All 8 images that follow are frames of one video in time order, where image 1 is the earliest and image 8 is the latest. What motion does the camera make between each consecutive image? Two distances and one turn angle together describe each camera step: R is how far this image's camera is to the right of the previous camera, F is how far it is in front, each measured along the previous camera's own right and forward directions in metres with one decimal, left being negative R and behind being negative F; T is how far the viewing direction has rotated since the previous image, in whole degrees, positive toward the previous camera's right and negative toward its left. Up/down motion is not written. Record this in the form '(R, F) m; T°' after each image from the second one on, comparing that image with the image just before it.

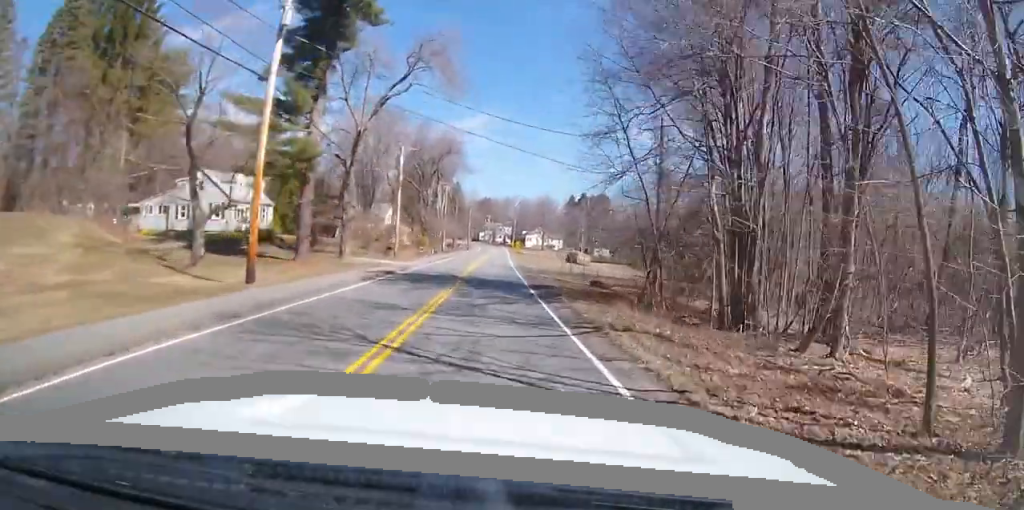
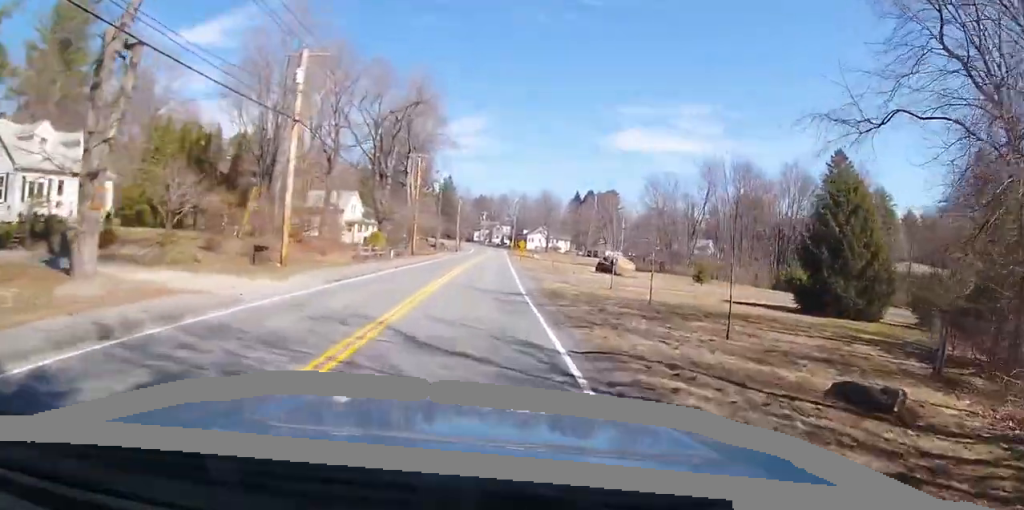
(+0.9, +27.1) m; 0°
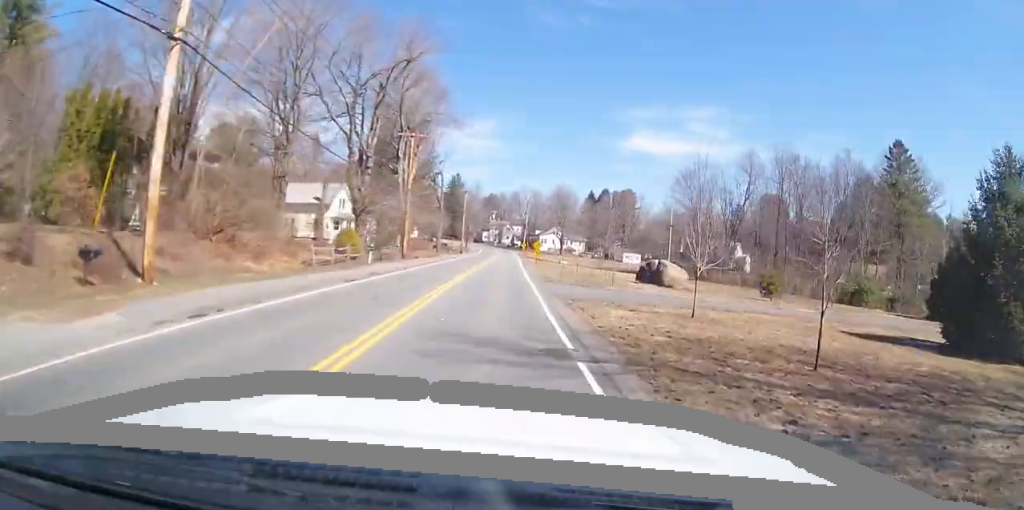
(-0.3, +11.7) m; -2°
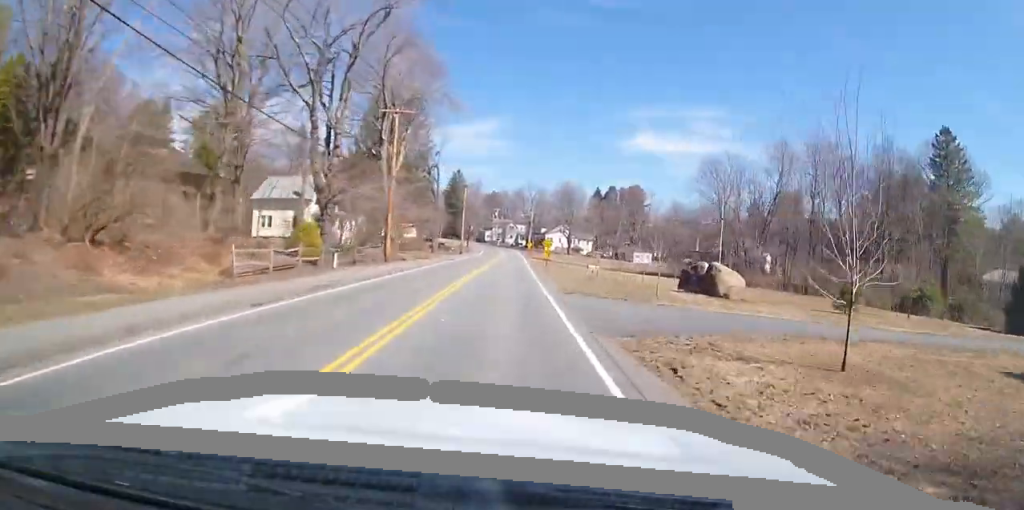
(-0.1, +8.8) m; -1°
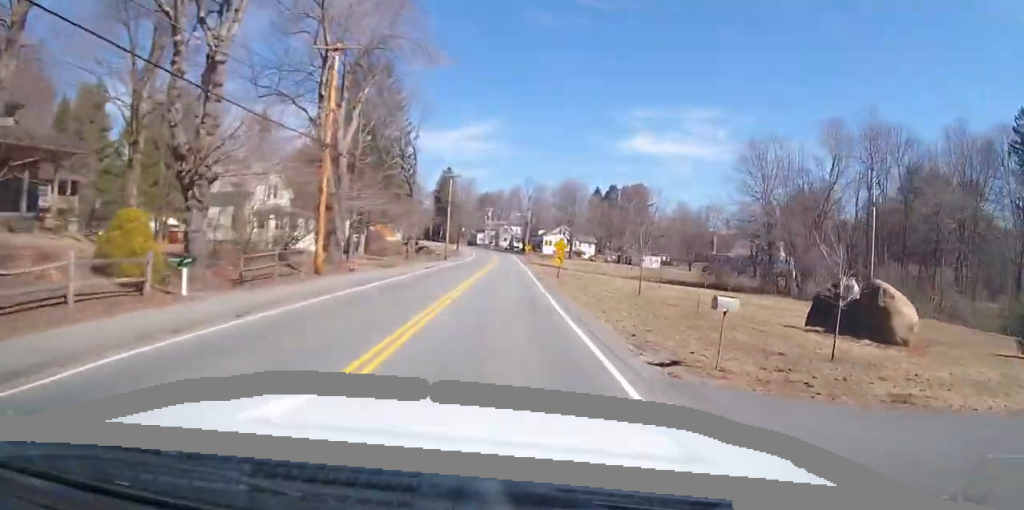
(-0.1, +14.2) m; +1°
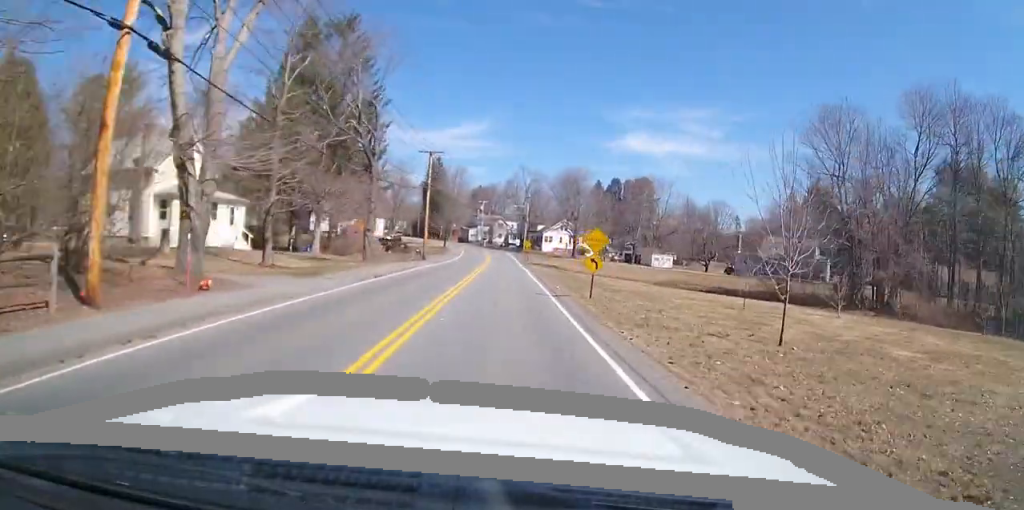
(+0.2, +15.0) m; +1°
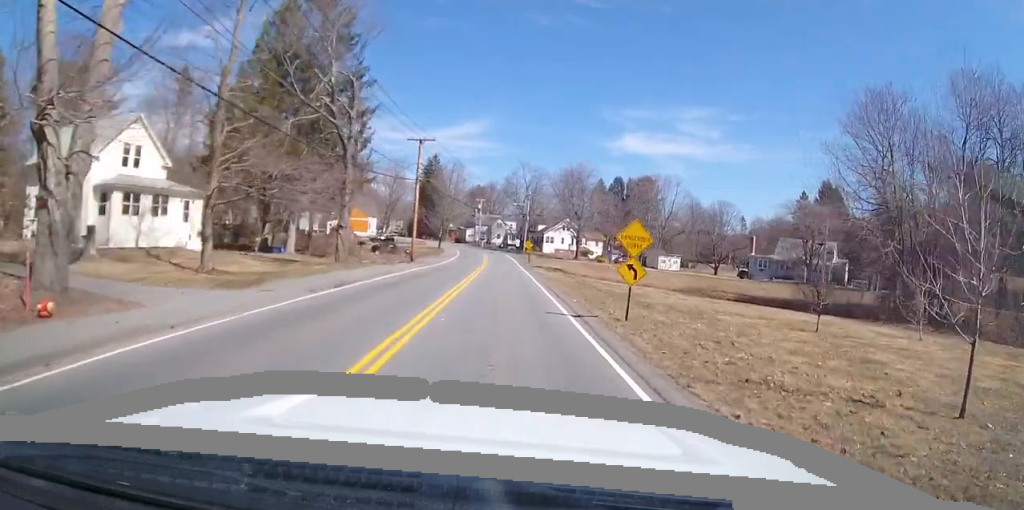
(0.0, +6.2) m; 0°
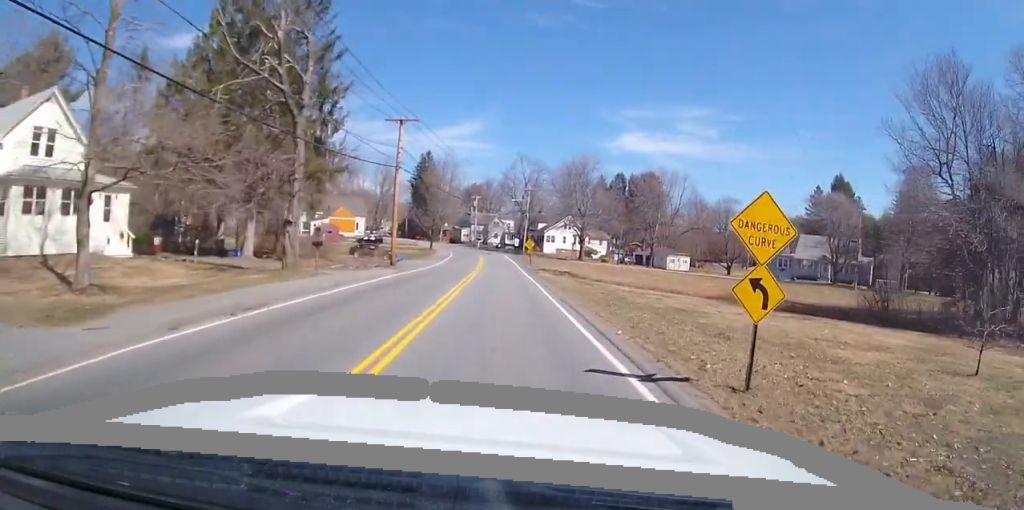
(0.0, +7.6) m; 0°
